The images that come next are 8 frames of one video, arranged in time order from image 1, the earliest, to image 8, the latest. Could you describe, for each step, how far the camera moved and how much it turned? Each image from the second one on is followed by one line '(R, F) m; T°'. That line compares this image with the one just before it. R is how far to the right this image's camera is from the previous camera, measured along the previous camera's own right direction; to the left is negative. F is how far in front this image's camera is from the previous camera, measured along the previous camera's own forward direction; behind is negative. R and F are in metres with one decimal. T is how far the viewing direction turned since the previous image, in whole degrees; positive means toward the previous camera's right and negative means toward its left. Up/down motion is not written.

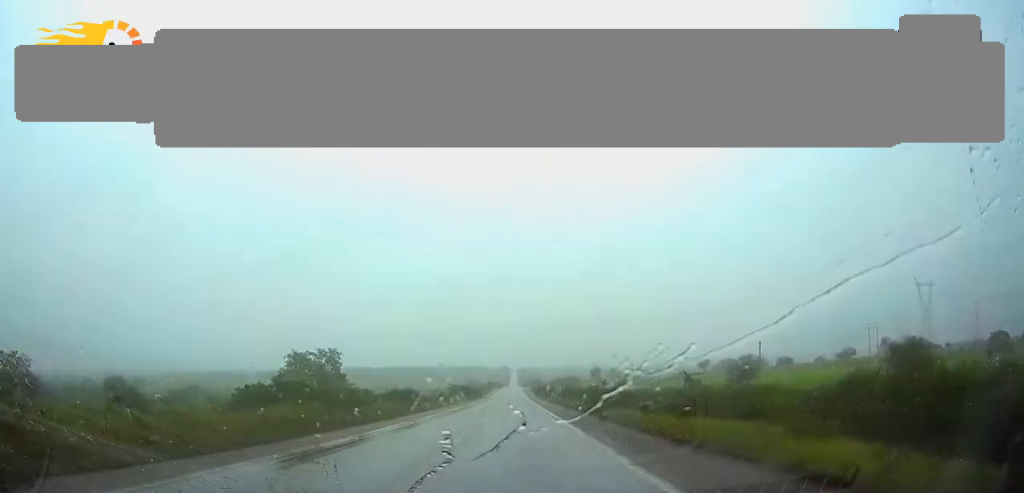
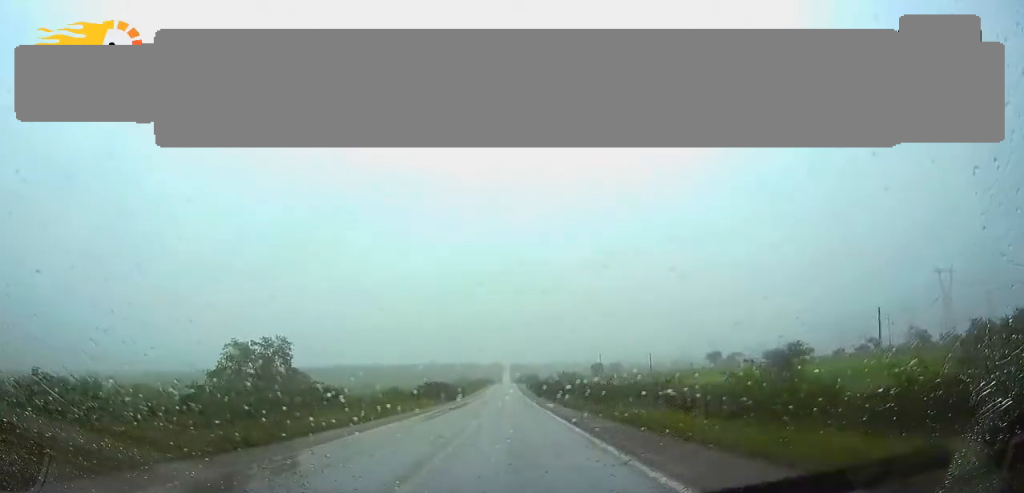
(+0.1, +33.6) m; 0°
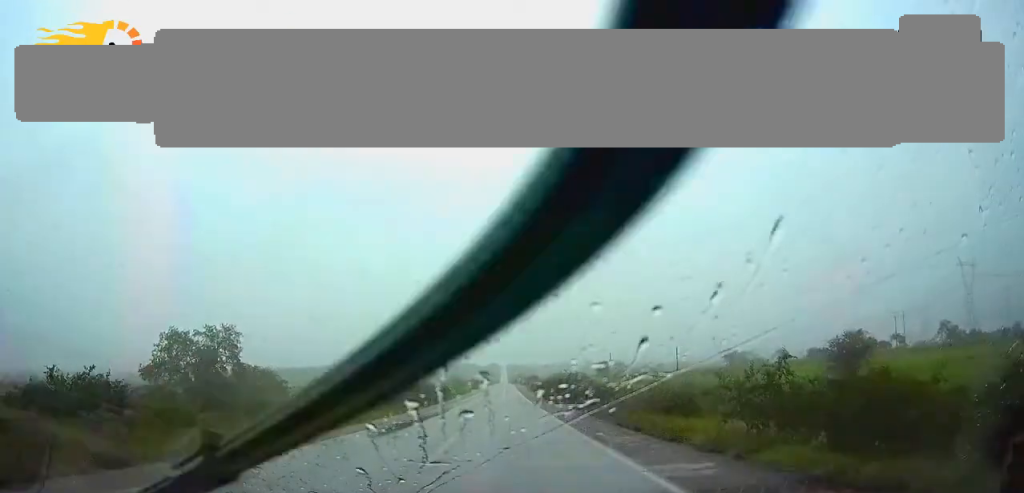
(+0.1, +26.2) m; 0°
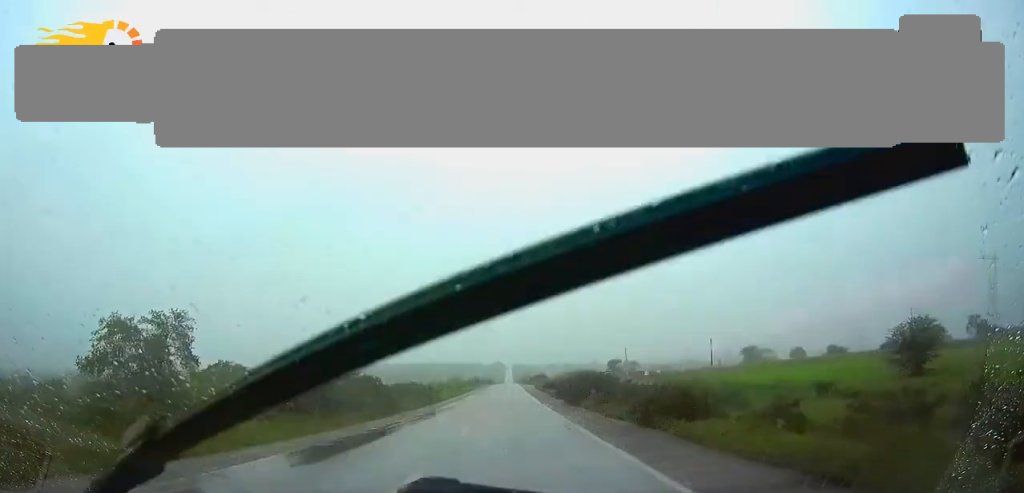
(0.0, +19.6) m; 0°
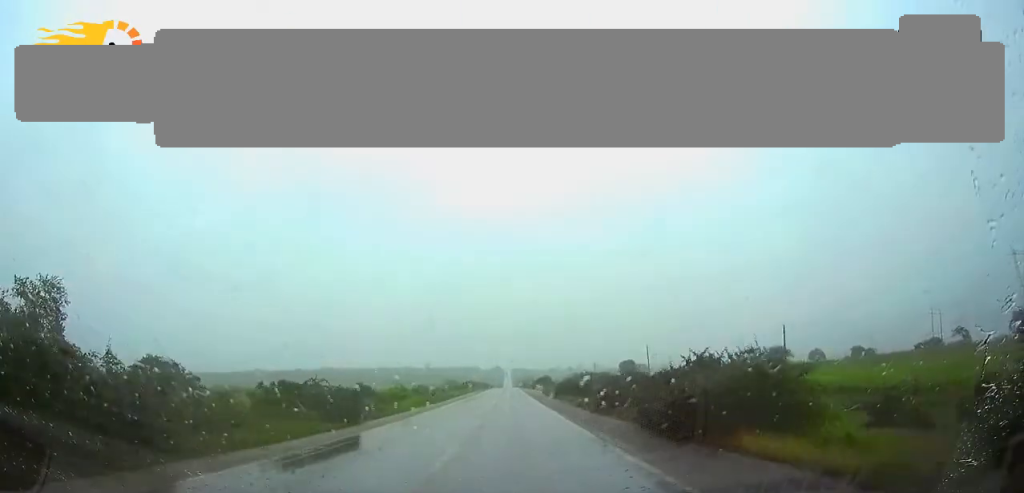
(-0.1, +30.9) m; 0°
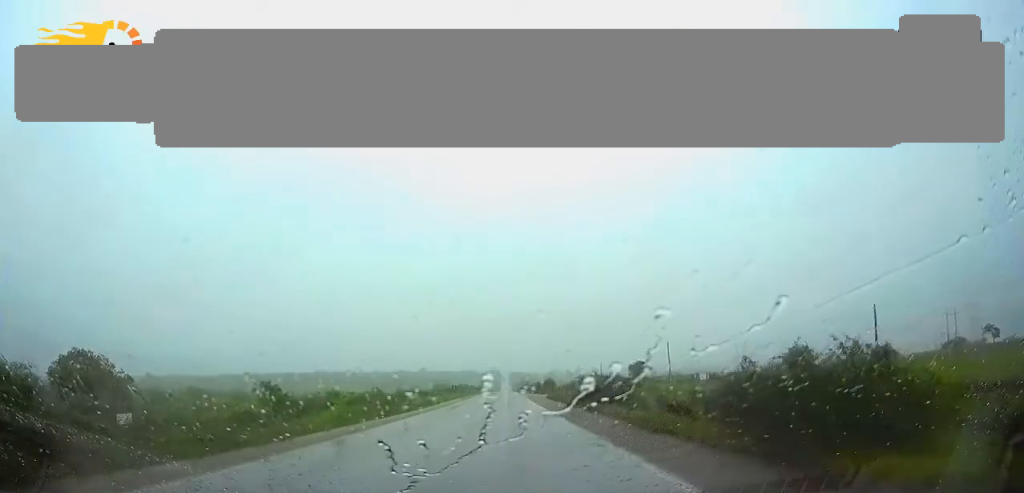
(+0.1, +22.5) m; 0°
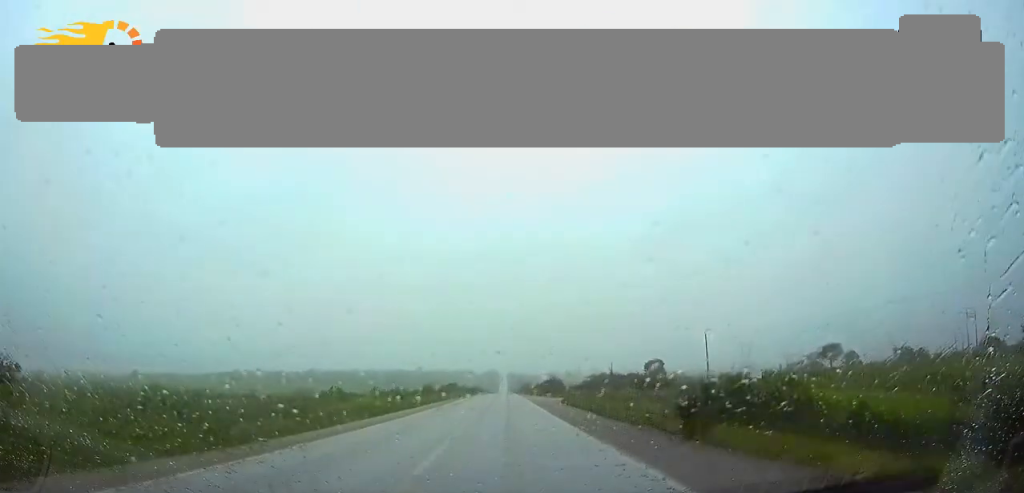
(0.0, +27.1) m; 0°
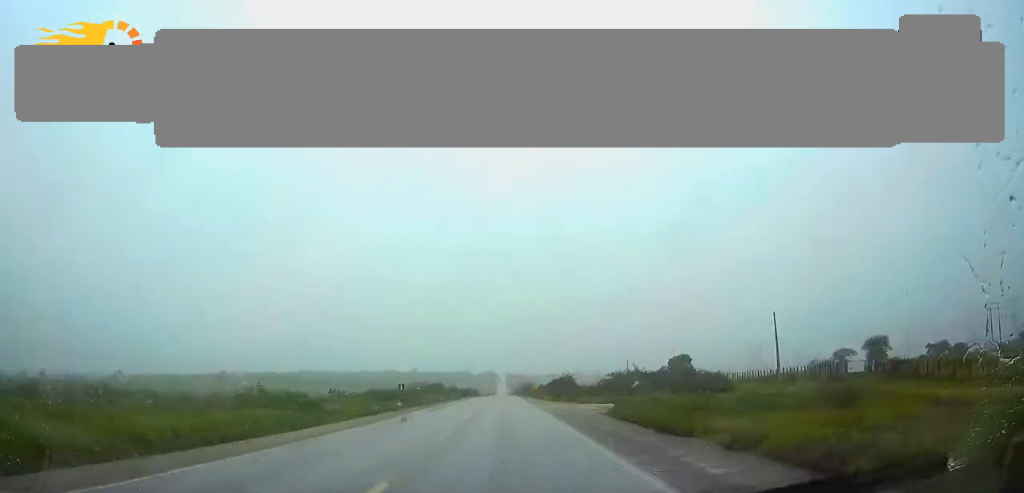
(+0.1, +29.6) m; 0°
